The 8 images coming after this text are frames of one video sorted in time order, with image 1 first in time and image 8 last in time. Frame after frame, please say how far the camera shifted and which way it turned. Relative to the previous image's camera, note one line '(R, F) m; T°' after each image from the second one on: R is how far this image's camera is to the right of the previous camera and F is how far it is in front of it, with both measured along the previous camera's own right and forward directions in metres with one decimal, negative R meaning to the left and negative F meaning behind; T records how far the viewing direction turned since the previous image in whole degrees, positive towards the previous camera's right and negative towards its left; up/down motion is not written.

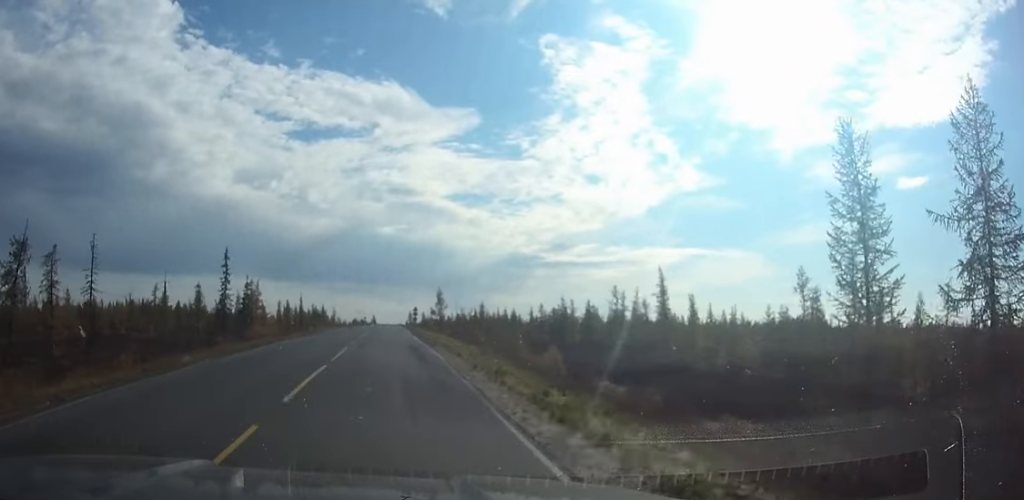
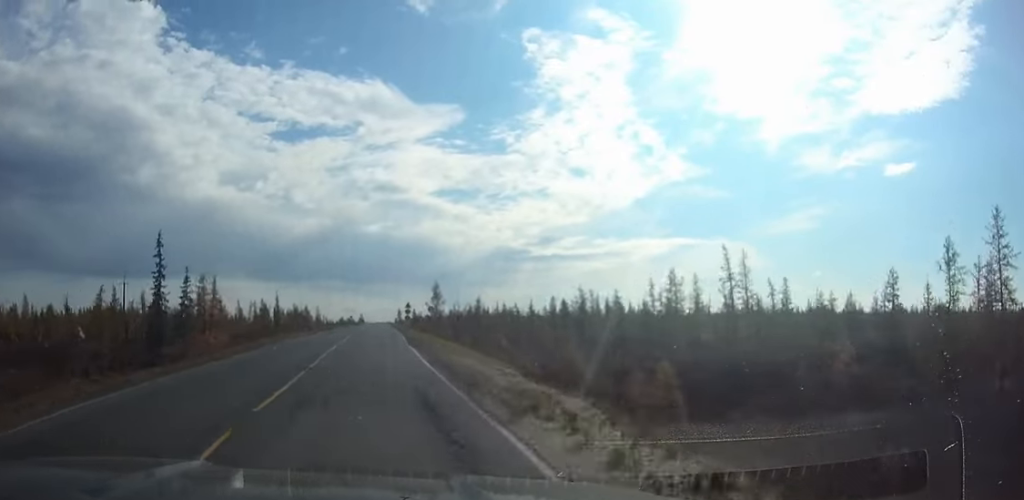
(-0.1, +15.9) m; 0°
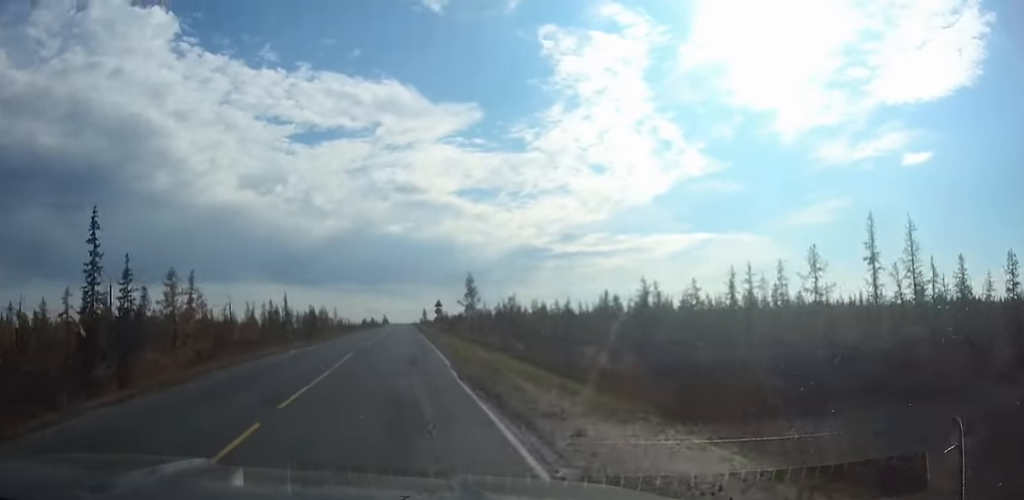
(-0.1, +15.0) m; 0°
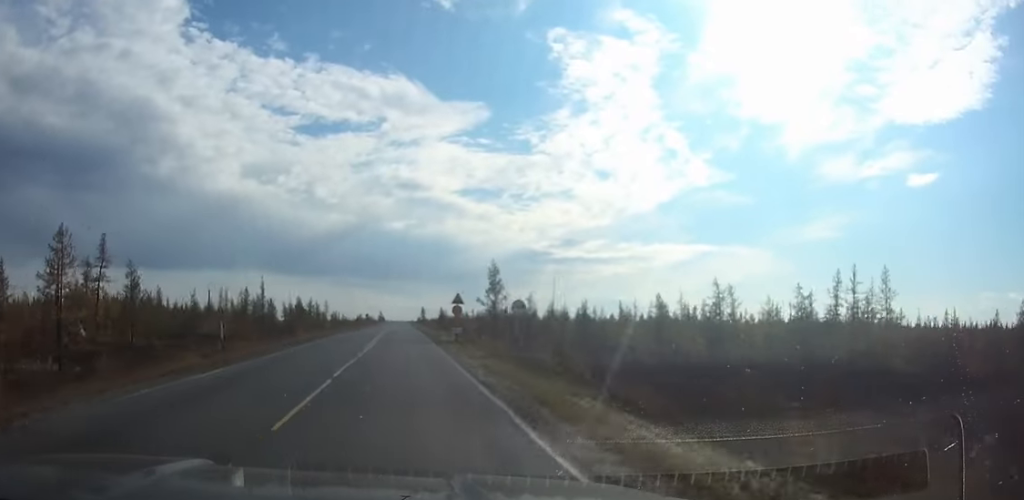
(0.0, +19.2) m; 0°
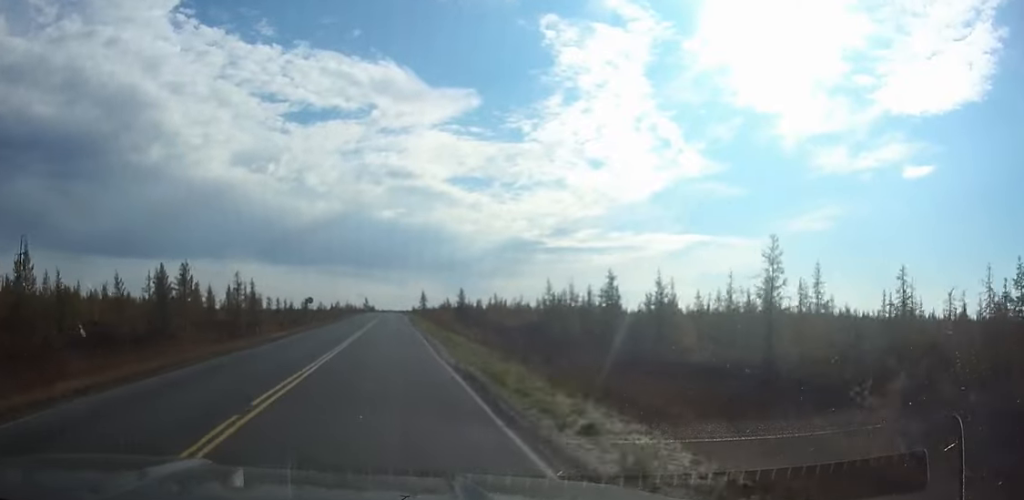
(+0.1, +84.6) m; 0°
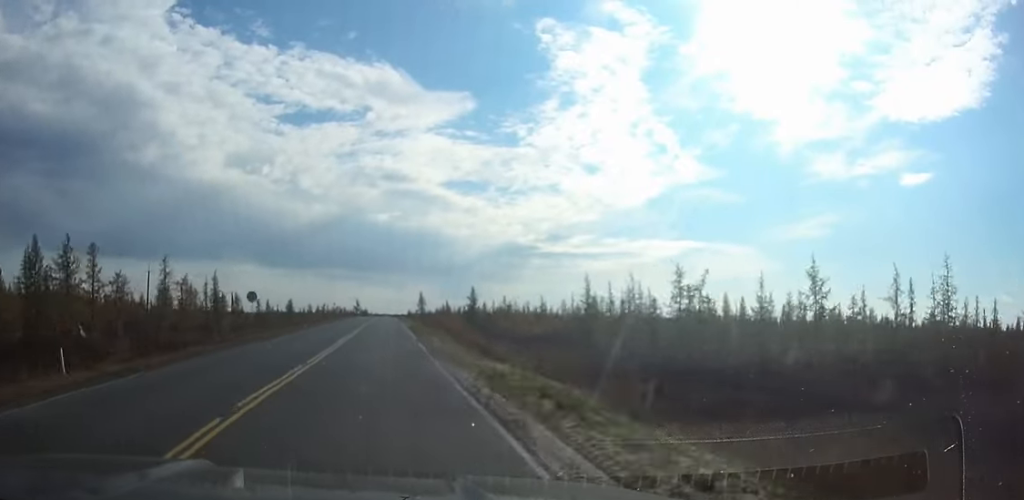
(0.0, +24.7) m; 0°
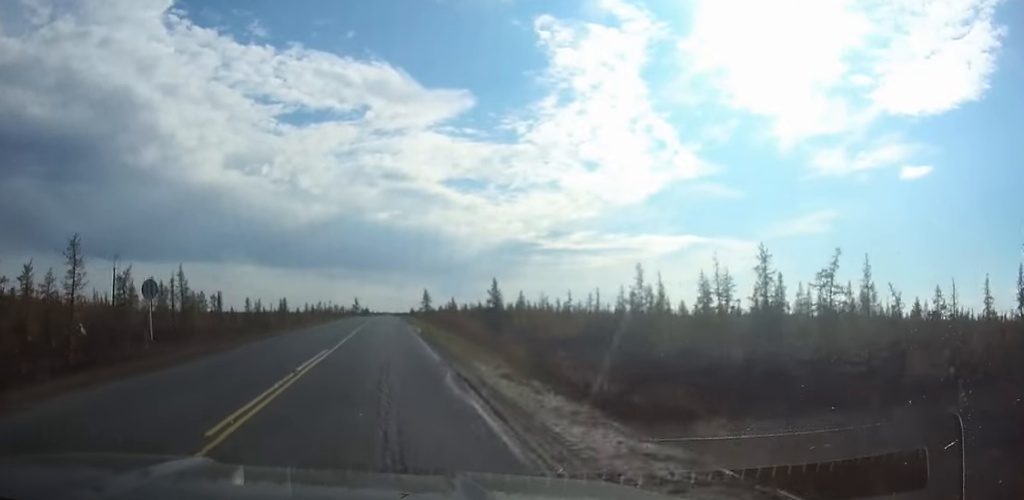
(0.0, +17.8) m; 0°
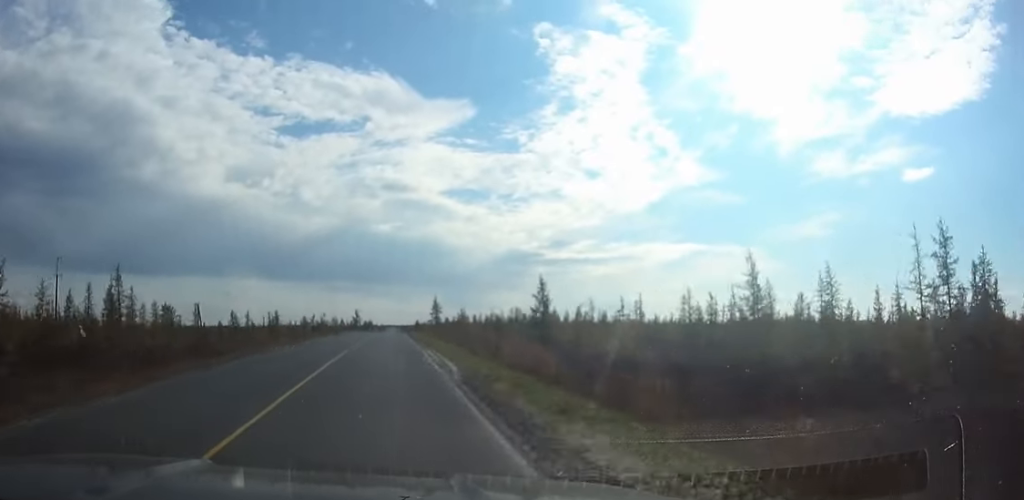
(-0.1, +22.2) m; 0°
